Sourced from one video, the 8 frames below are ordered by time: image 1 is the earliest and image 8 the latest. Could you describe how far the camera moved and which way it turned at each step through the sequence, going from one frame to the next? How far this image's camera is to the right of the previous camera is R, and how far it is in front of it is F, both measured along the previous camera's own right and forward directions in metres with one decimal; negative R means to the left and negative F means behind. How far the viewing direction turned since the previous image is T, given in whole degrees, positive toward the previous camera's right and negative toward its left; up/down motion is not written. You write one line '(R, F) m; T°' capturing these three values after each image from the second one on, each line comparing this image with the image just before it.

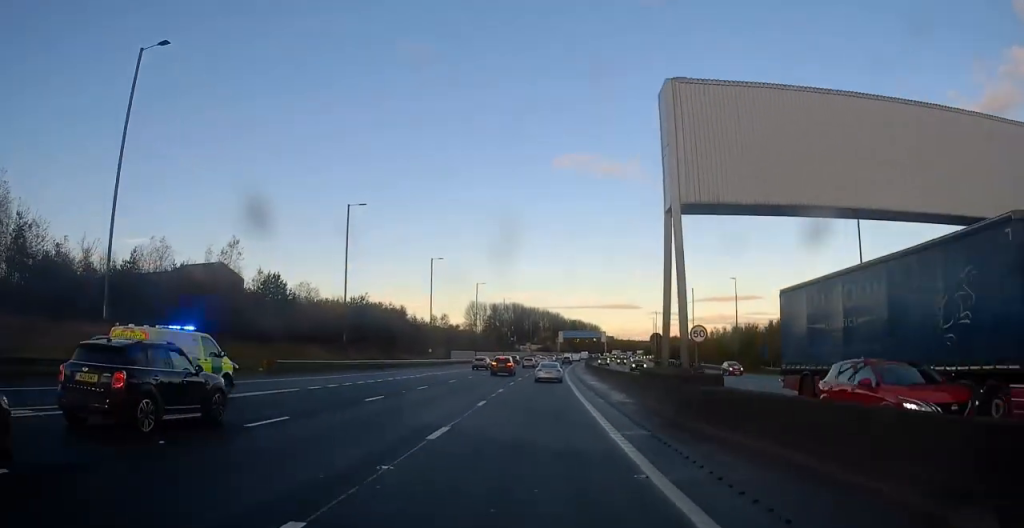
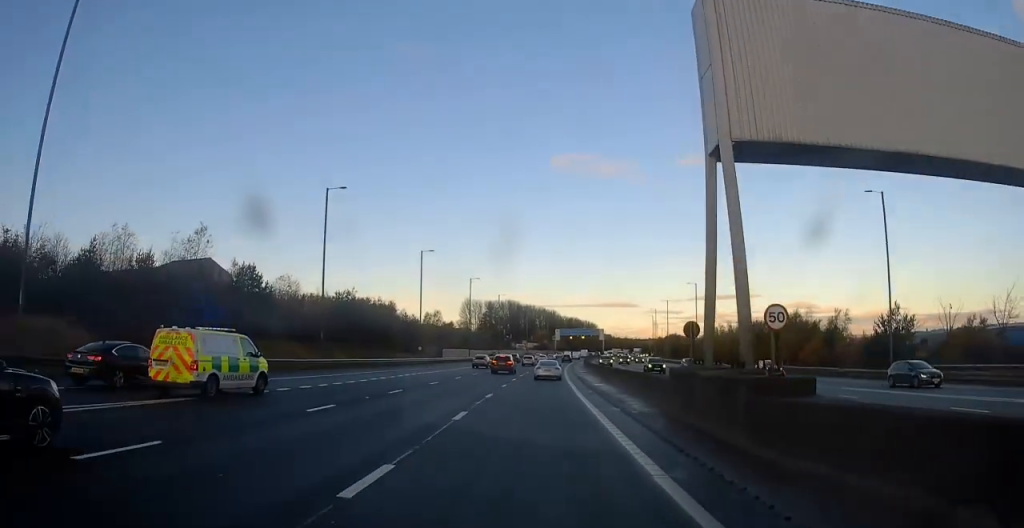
(0.0, +5.5) m; 0°
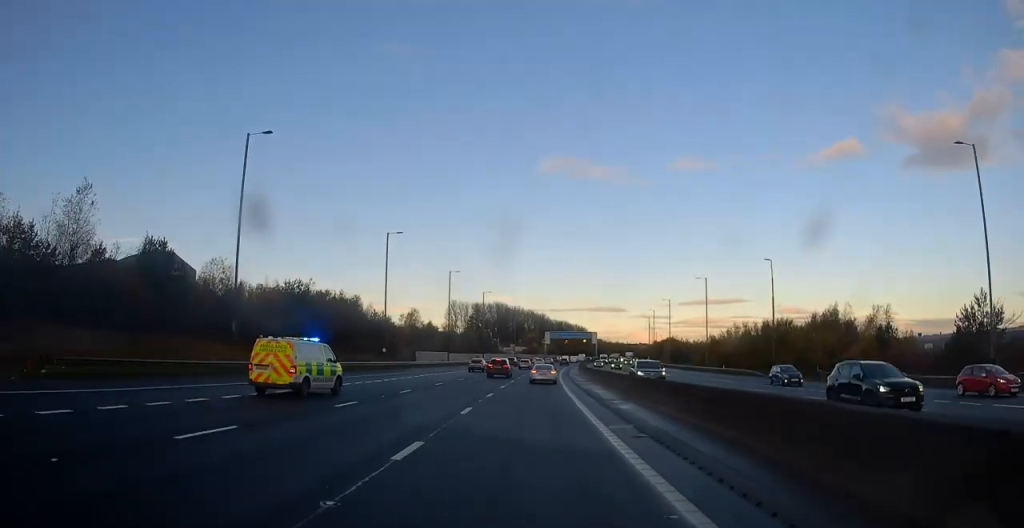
(-0.1, +14.5) m; +1°
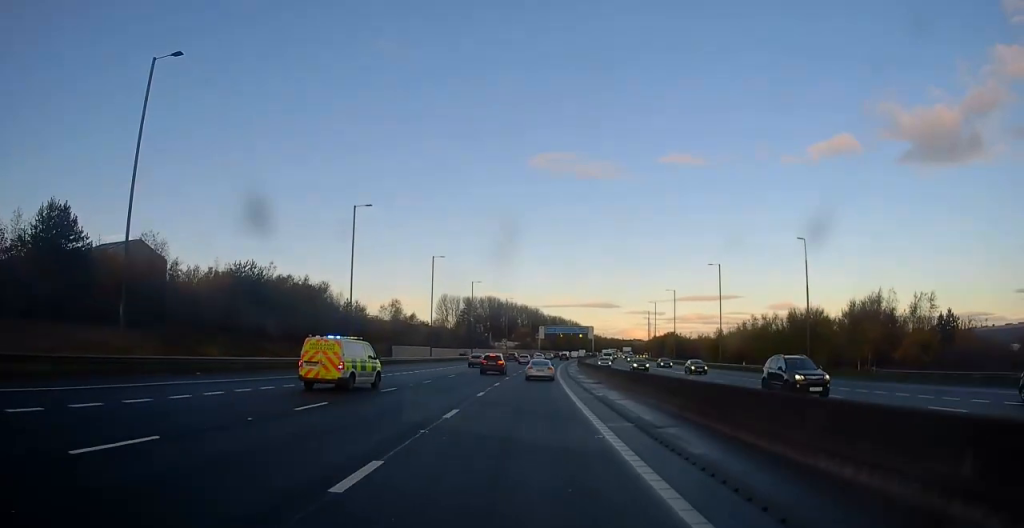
(+0.3, +11.4) m; -1°
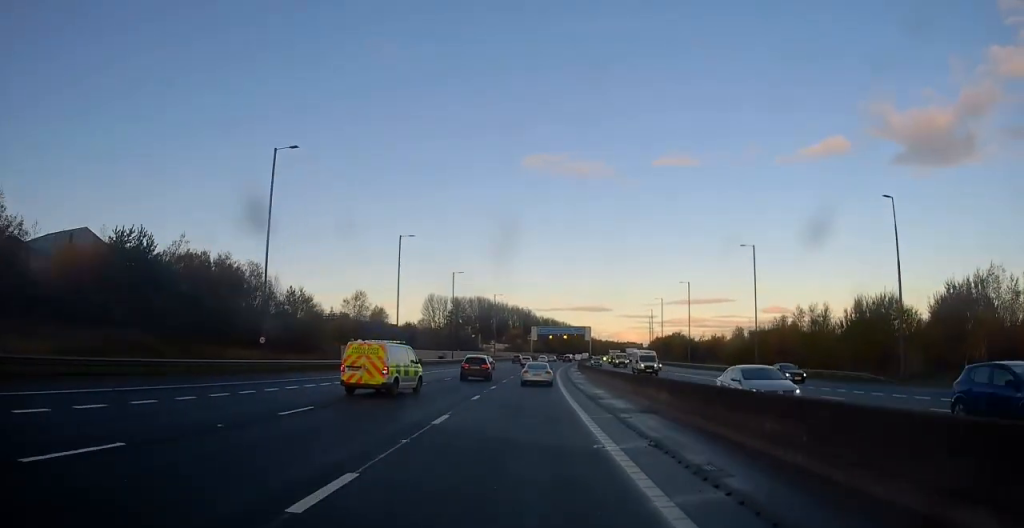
(-0.2, +19.0) m; +1°
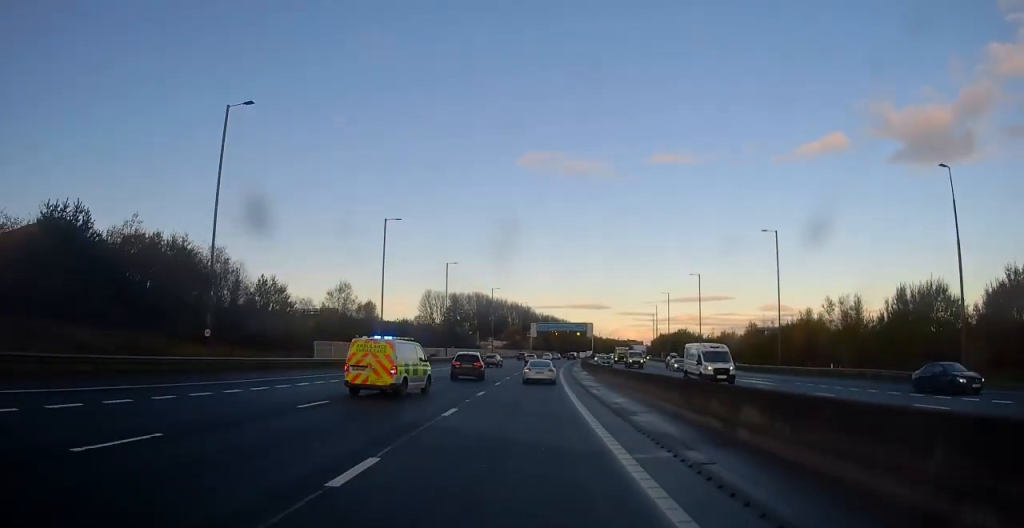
(+0.1, +7.7) m; +1°
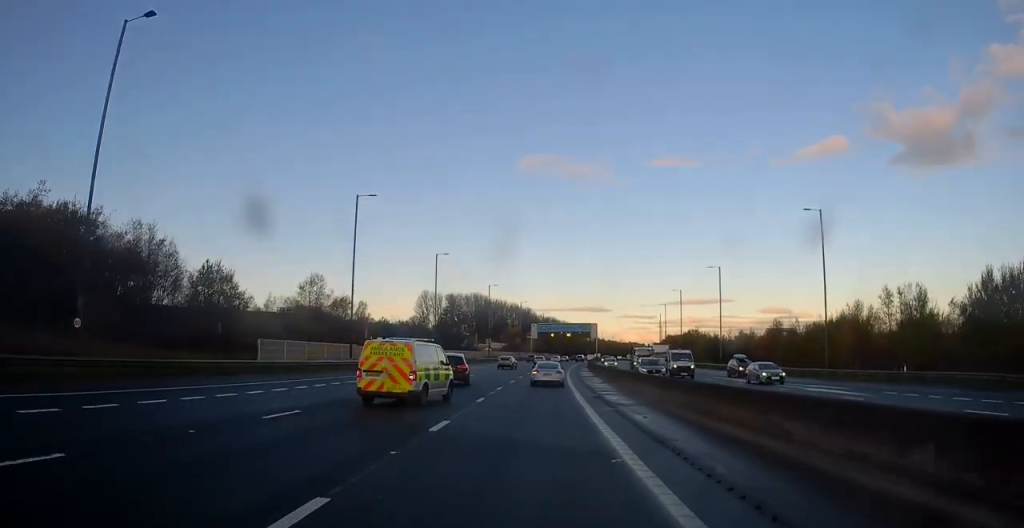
(0.0, +11.8) m; 0°
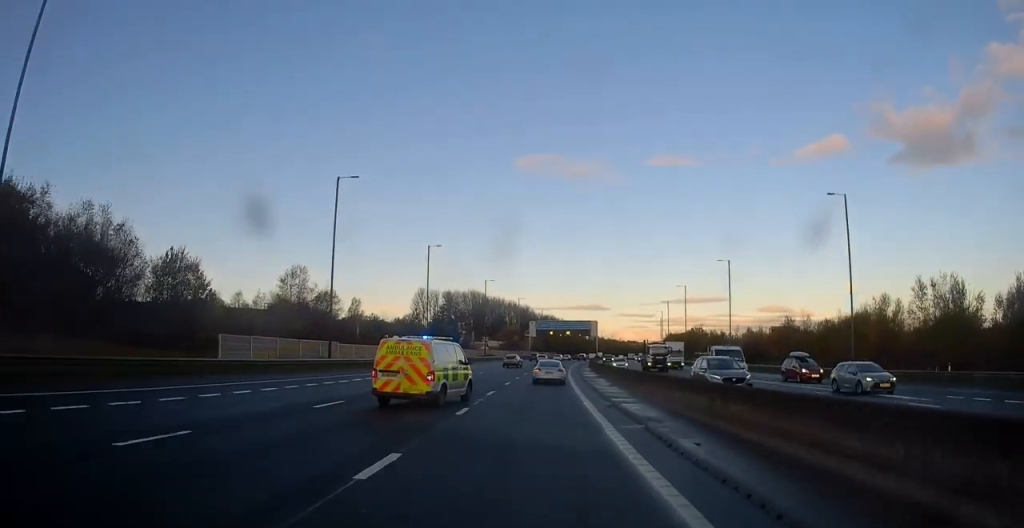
(0.0, +5.6) m; 0°
